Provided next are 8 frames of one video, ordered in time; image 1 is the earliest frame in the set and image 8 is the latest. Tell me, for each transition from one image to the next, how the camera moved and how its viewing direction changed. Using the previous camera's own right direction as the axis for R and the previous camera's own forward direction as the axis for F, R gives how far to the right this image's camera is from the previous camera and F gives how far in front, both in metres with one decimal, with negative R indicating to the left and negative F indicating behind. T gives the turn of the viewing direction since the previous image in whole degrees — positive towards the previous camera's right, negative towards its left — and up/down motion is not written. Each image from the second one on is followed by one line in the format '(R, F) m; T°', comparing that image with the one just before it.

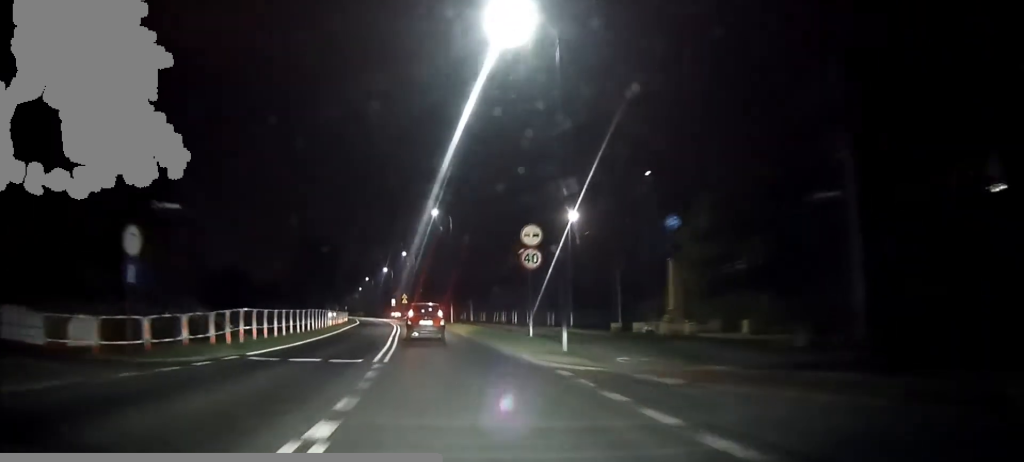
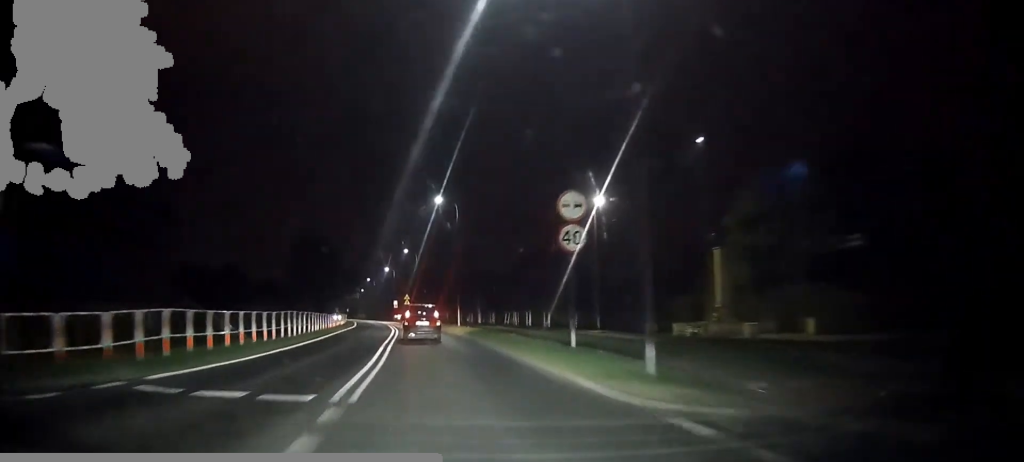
(-0.1, +6.9) m; -1°
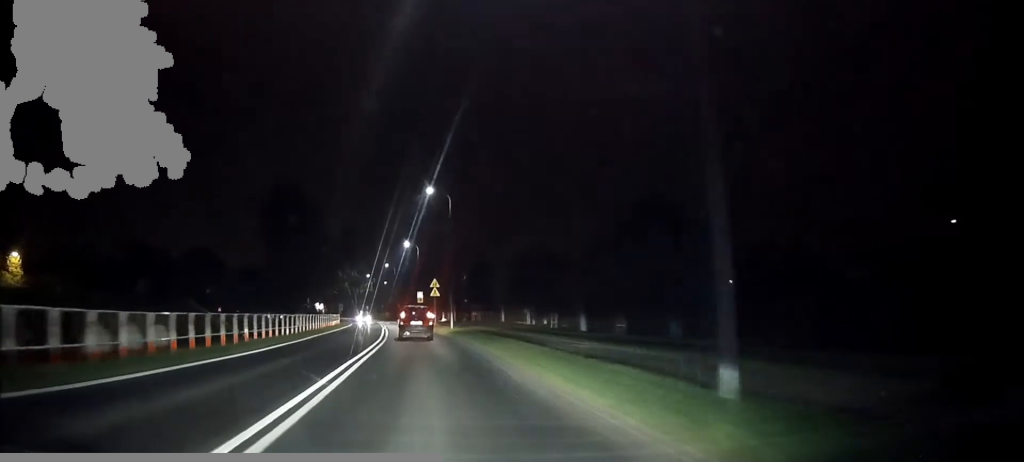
(-1.8, +42.0) m; -5°
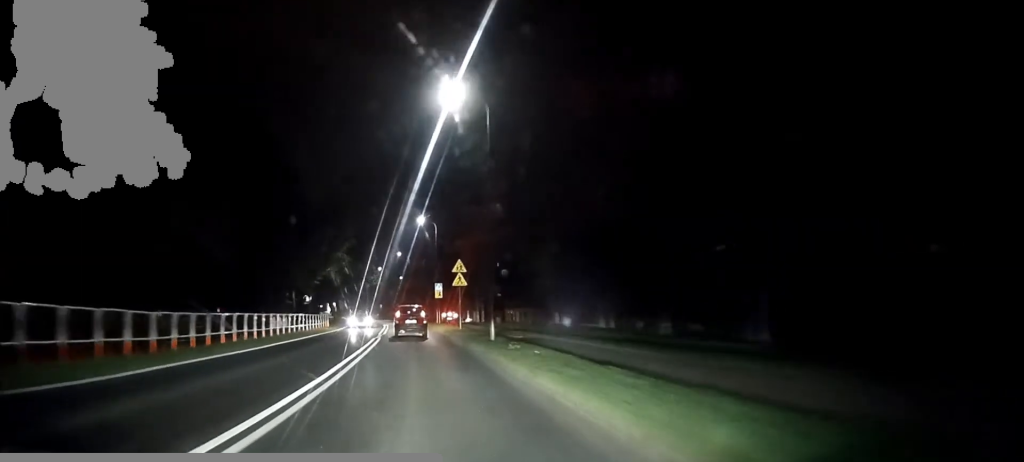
(-0.3, +19.9) m; -1°
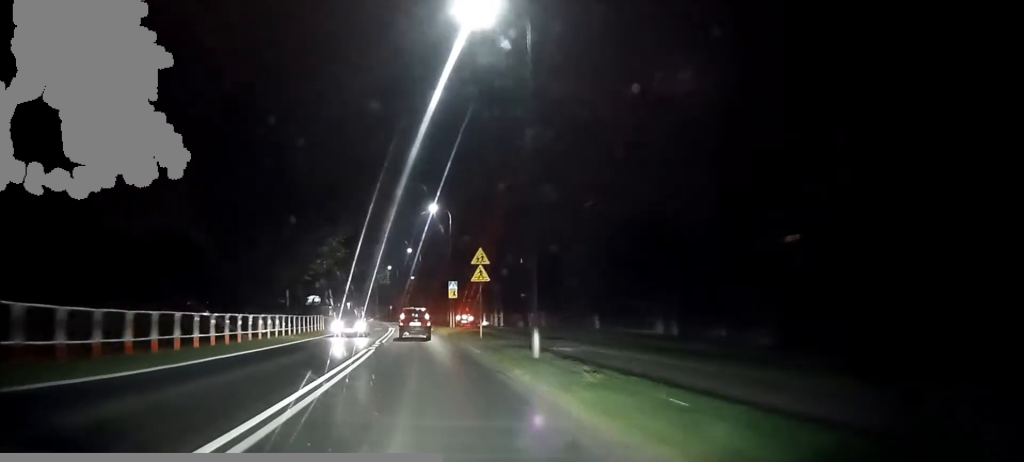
(-0.1, +7.5) m; 0°
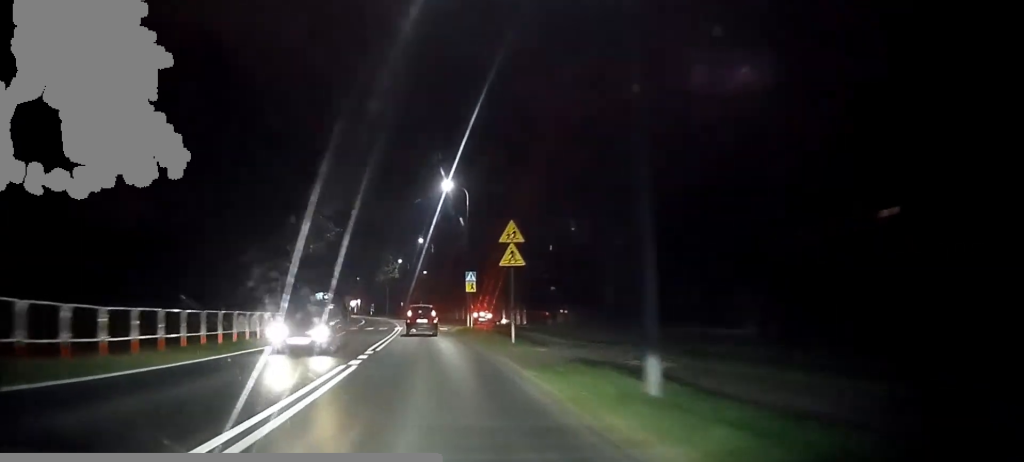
(0.0, +8.0) m; 0°
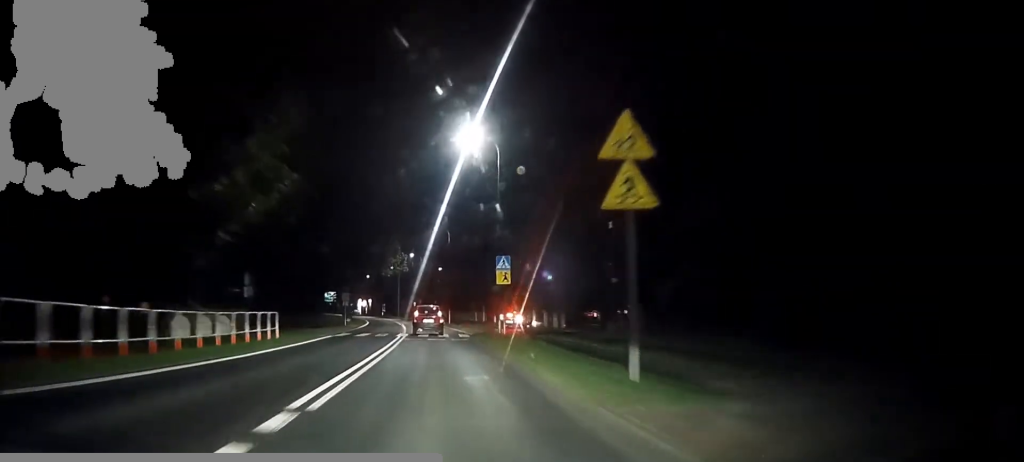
(0.0, +12.1) m; -1°
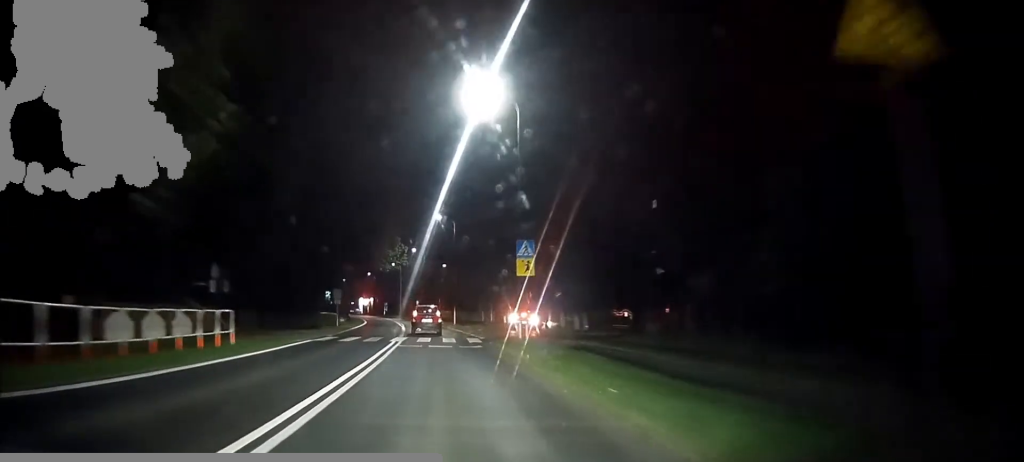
(-0.1, +6.3) m; -1°
